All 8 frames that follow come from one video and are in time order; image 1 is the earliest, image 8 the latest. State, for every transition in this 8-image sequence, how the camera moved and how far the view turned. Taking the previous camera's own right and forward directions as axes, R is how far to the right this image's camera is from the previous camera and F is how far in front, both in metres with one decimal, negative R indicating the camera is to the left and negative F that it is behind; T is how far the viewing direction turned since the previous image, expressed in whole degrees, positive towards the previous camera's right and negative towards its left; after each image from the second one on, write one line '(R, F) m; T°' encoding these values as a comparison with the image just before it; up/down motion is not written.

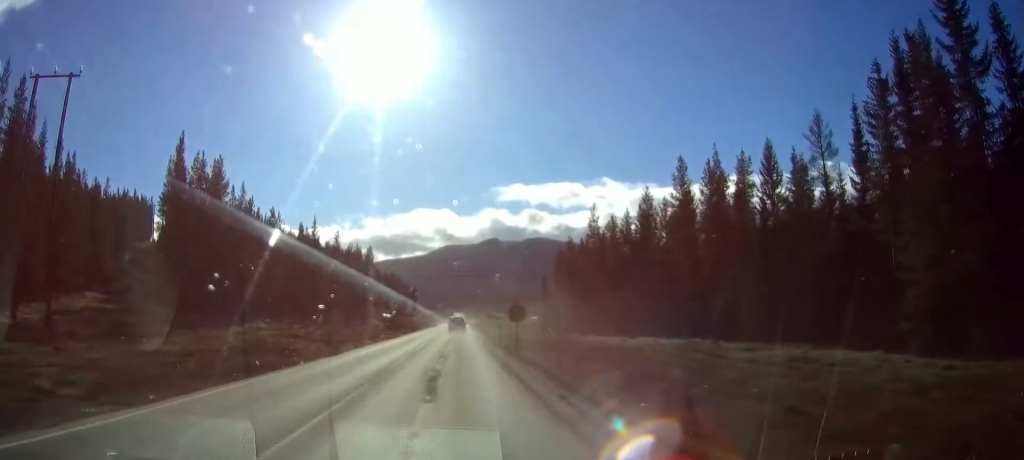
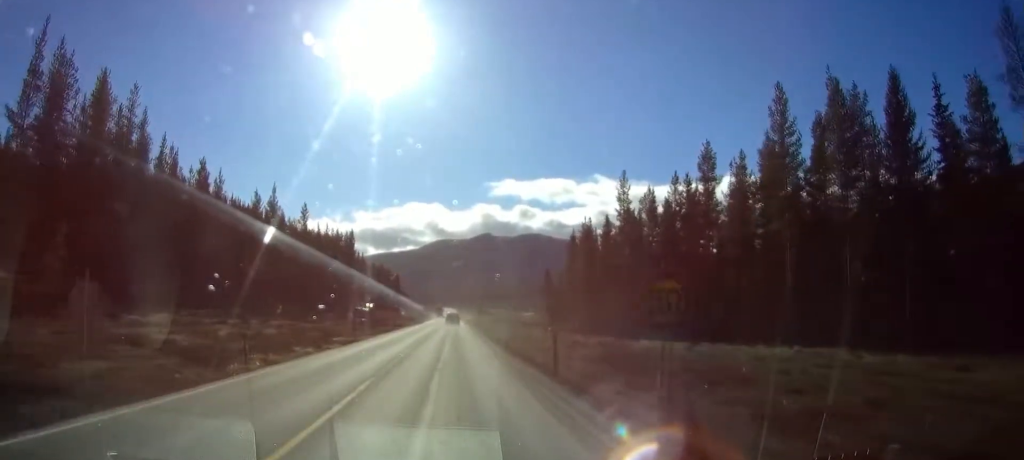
(-1.0, +26.5) m; -3°
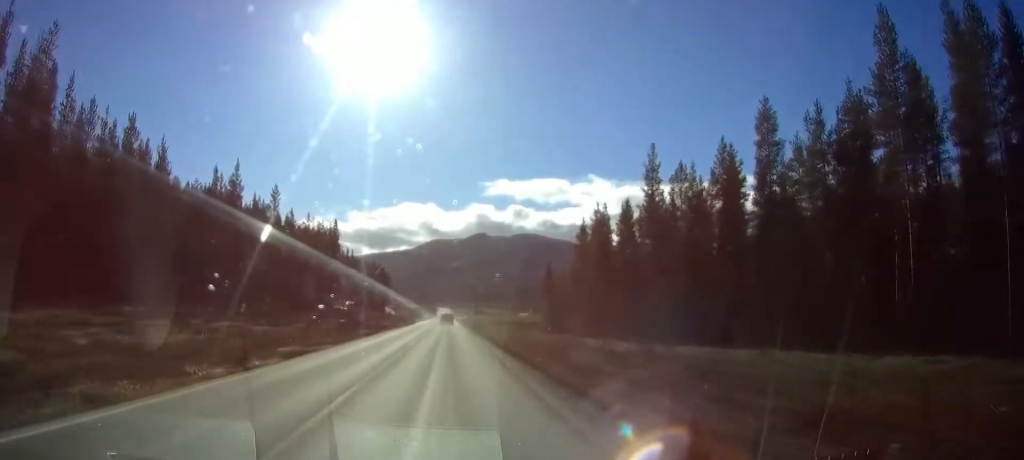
(+0.1, +15.9) m; +1°
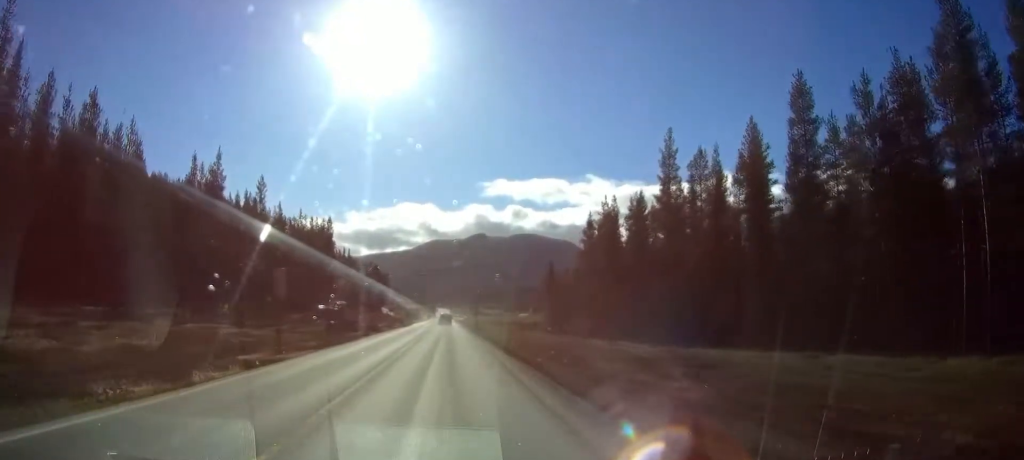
(+0.1, +6.2) m; 0°
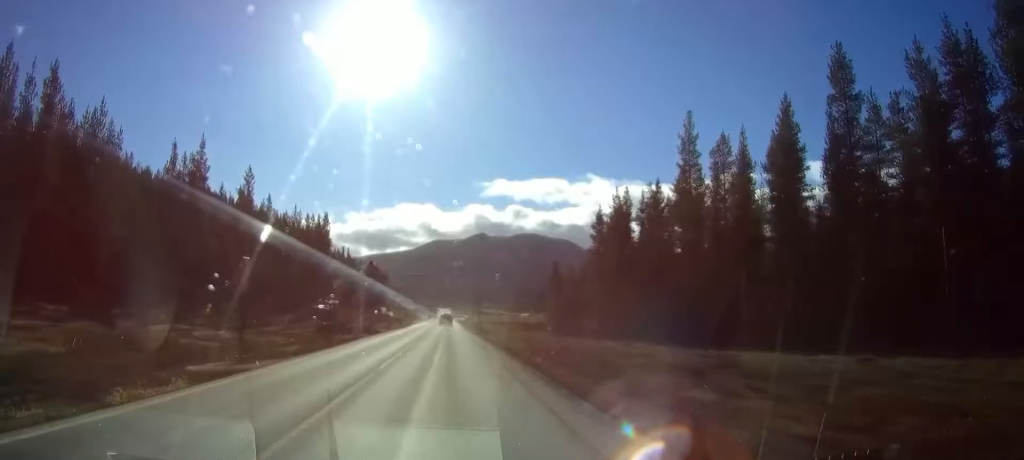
(0.0, +6.0) m; 0°
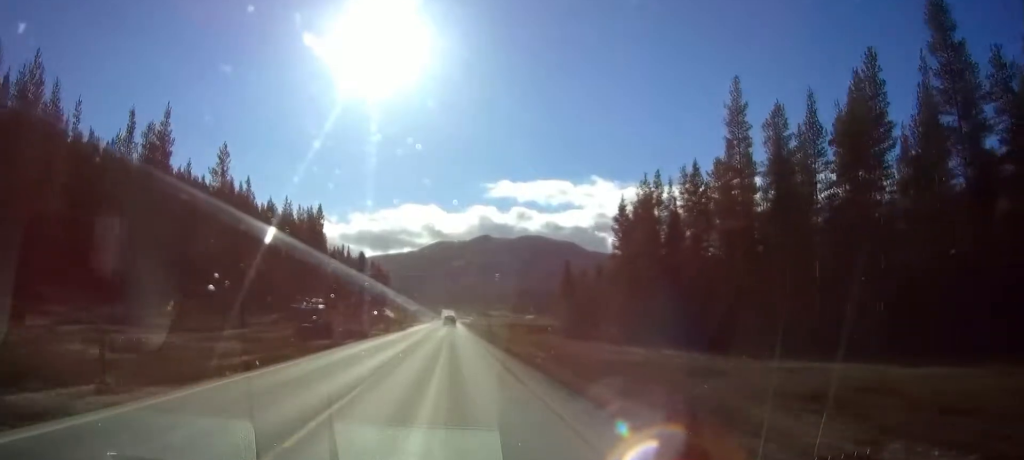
(0.0, +11.0) m; 0°
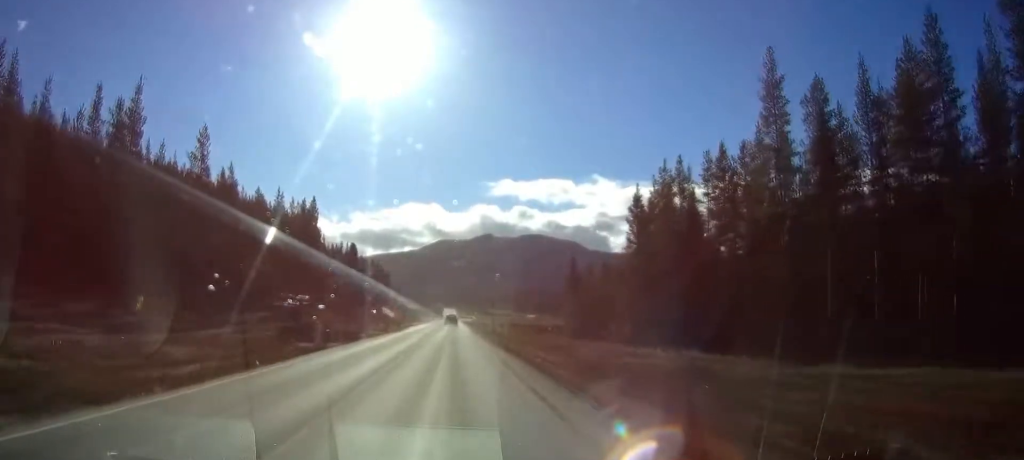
(0.0, +6.8) m; 0°
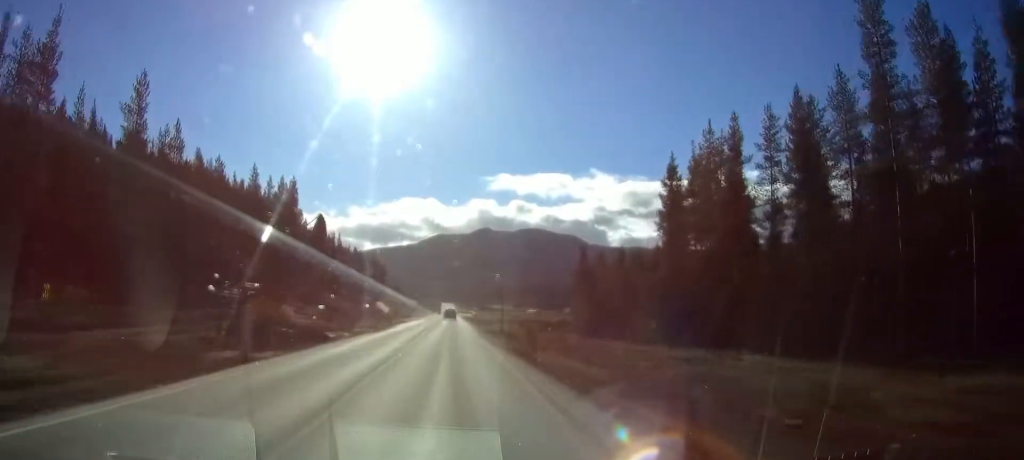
(0.0, +13.5) m; 0°
